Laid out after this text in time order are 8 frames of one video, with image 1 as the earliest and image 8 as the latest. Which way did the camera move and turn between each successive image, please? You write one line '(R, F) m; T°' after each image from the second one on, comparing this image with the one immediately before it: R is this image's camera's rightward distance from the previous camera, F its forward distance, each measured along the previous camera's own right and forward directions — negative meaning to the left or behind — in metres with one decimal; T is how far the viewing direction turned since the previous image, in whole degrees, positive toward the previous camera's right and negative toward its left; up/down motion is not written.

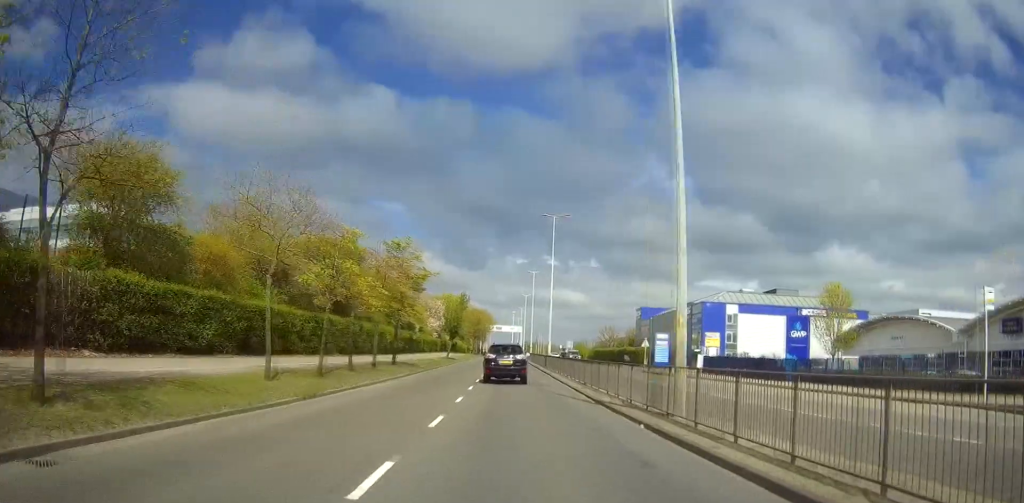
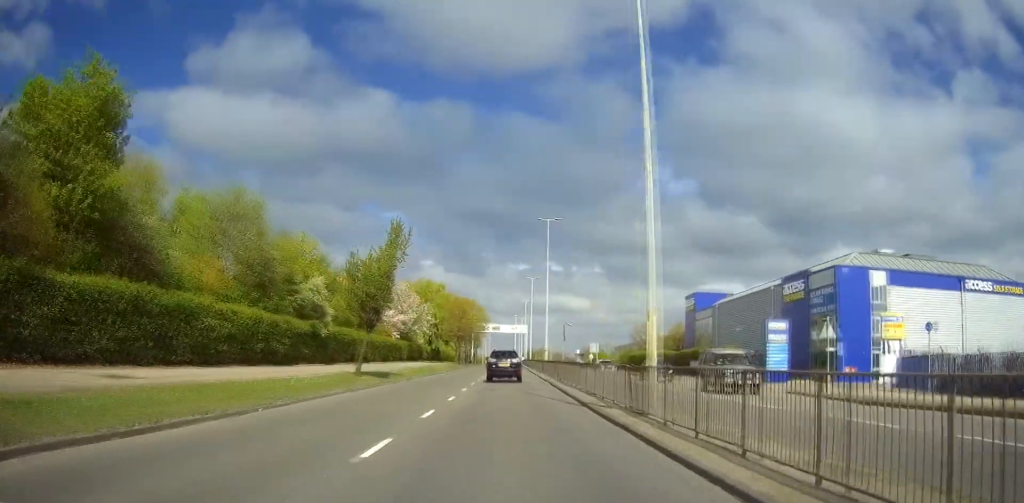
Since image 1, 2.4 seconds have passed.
(0.0, +39.3) m; 0°
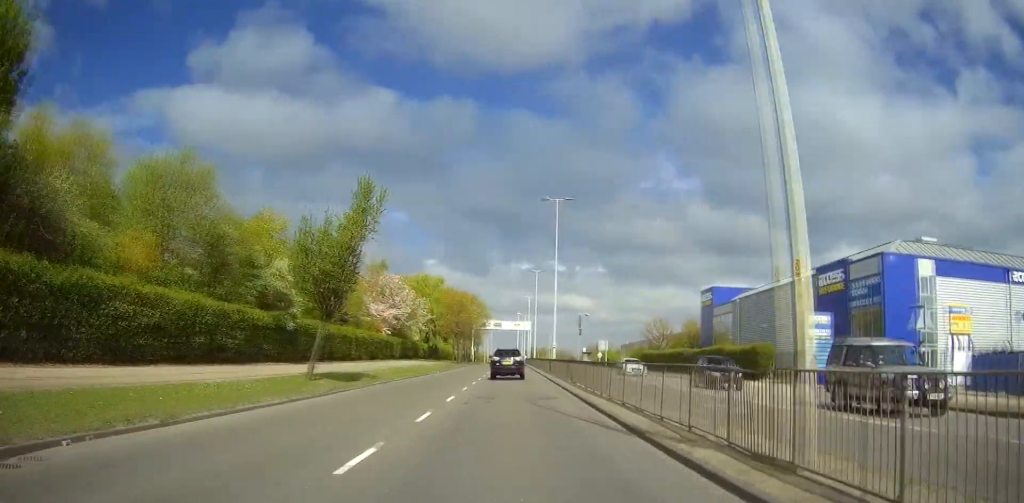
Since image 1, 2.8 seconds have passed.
(-0.1, +7.0) m; 0°
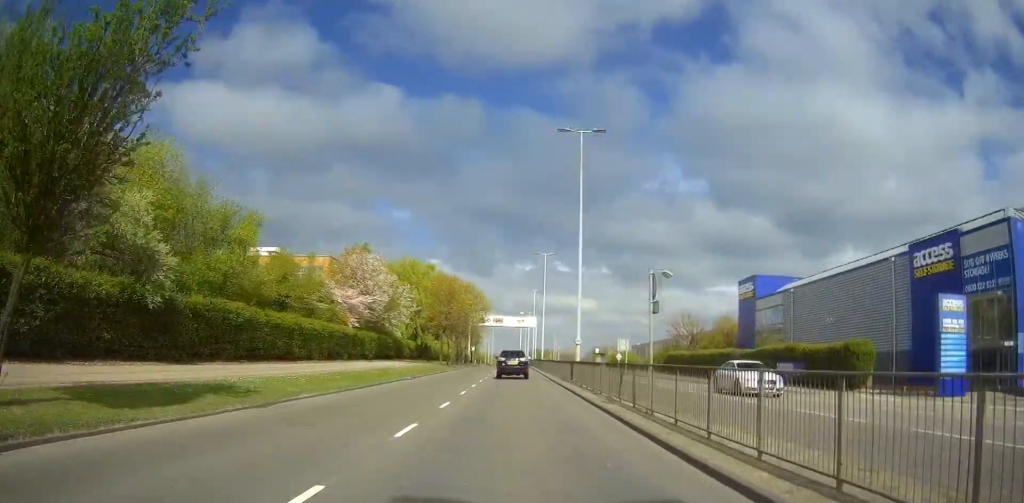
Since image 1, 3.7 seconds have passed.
(+0.2, +15.1) m; +1°
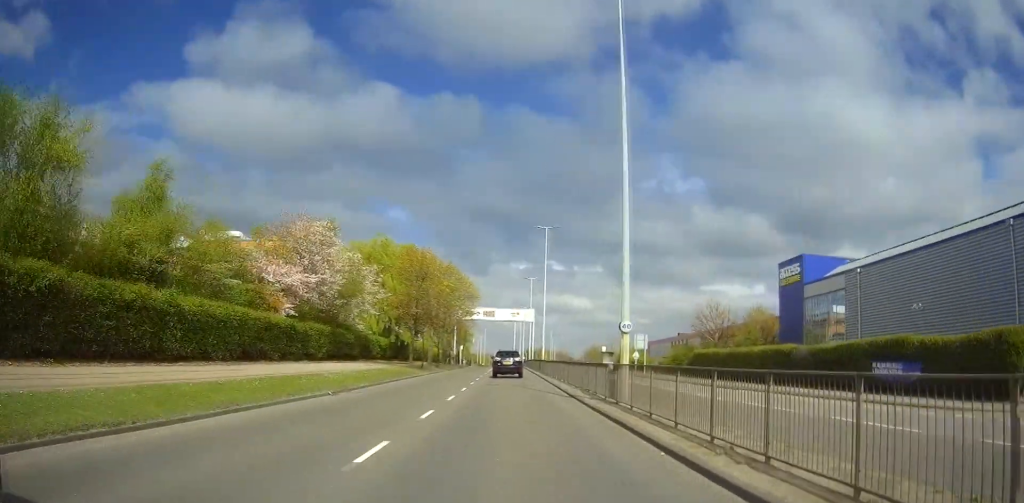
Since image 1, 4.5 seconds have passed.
(0.0, +14.5) m; 0°
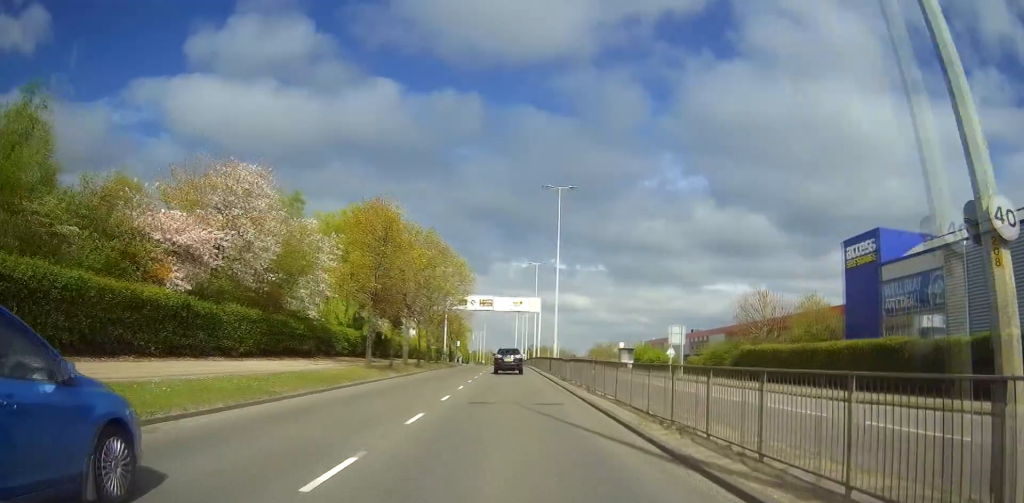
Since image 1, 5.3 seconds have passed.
(0.0, +13.8) m; 0°
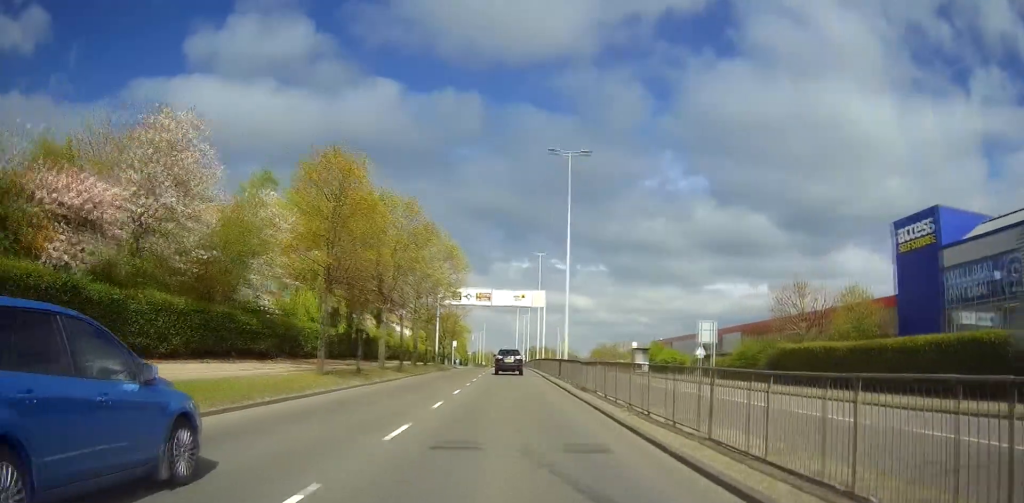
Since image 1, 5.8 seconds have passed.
(0.0, +8.0) m; 0°
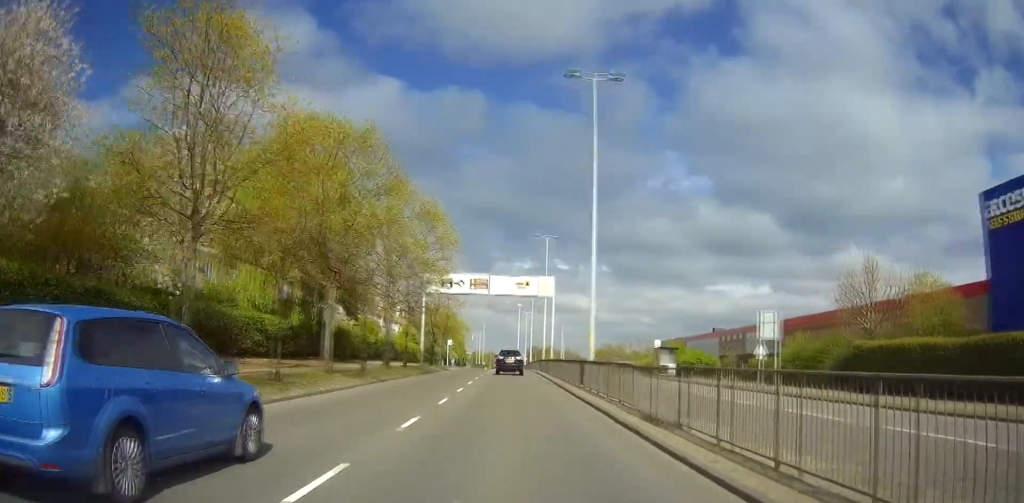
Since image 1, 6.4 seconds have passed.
(-0.1, +10.8) m; 0°
